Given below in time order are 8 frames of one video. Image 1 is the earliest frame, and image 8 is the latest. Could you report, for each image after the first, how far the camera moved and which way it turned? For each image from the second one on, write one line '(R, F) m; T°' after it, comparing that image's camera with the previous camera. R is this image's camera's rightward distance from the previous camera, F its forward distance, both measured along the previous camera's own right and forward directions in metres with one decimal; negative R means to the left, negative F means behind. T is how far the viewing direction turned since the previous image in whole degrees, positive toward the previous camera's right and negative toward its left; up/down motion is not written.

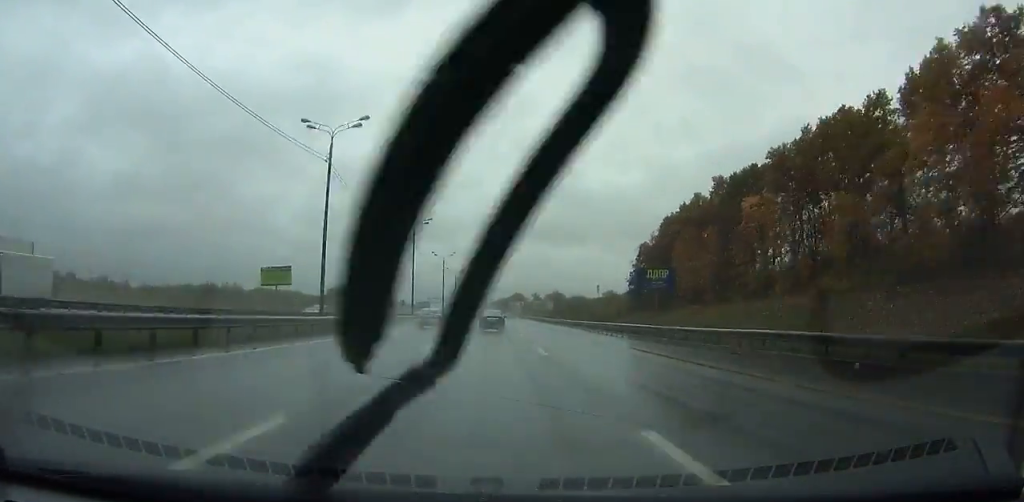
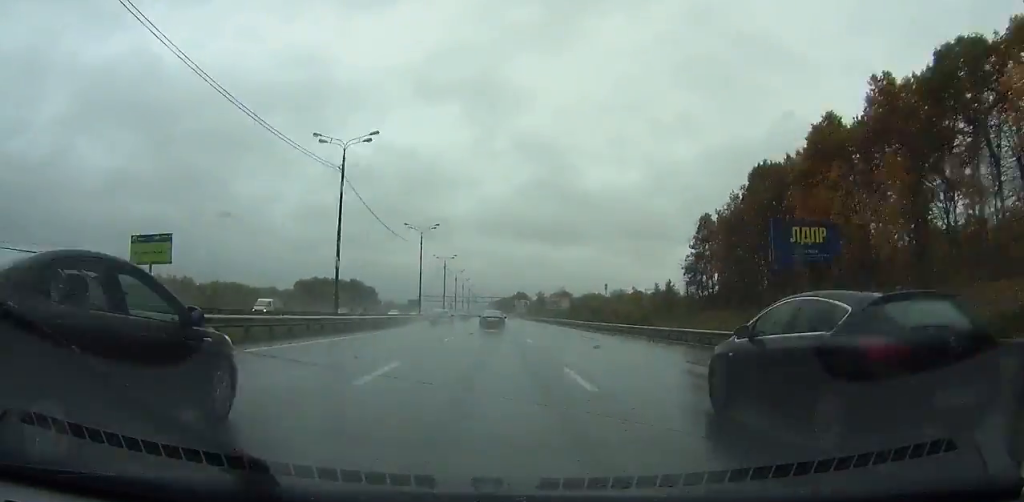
(0.0, +40.7) m; 0°
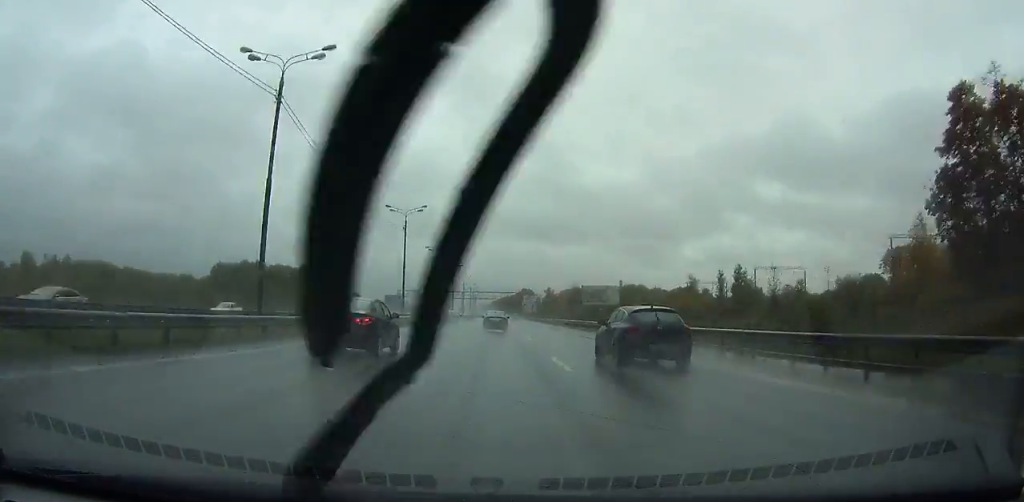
(-0.1, +62.3) m; 0°
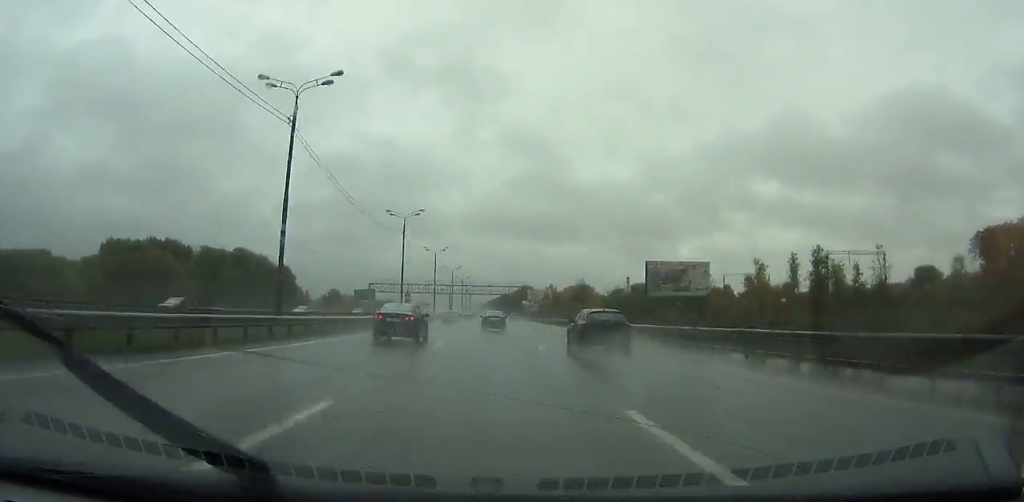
(+0.1, +40.9) m; 0°
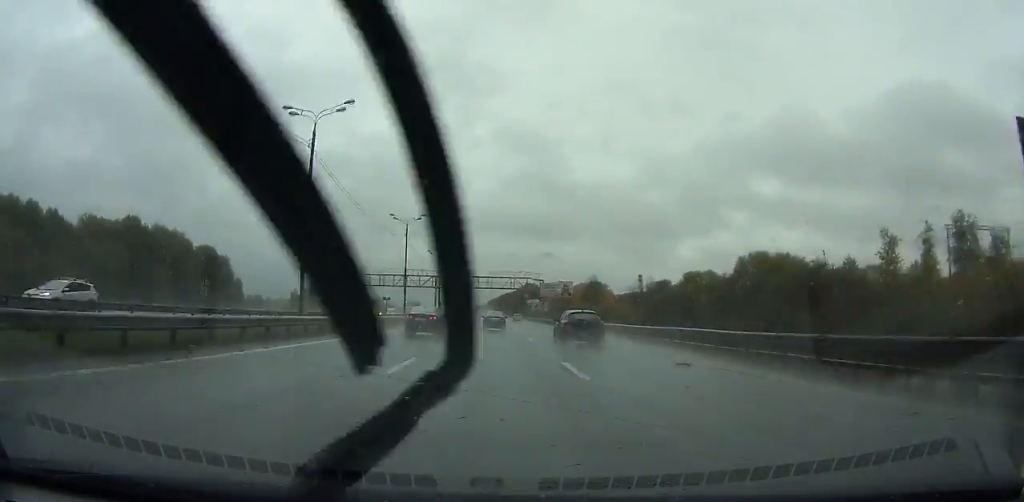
(0.0, +41.2) m; 0°
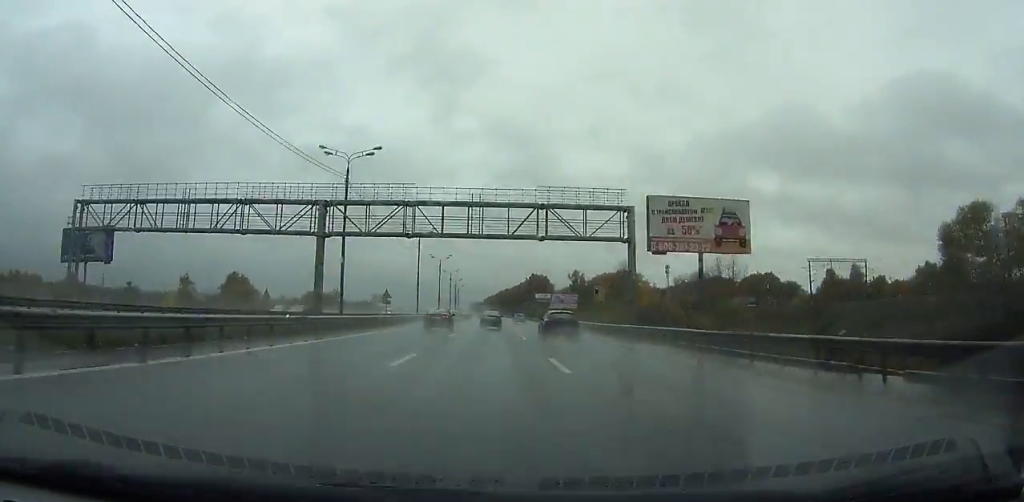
(-0.2, +78.8) m; 0°
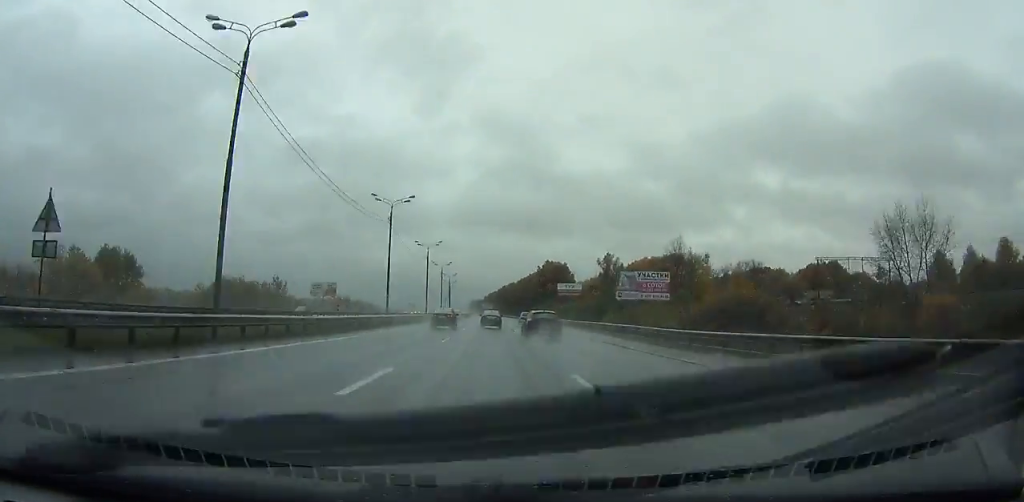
(-0.1, +67.9) m; 0°
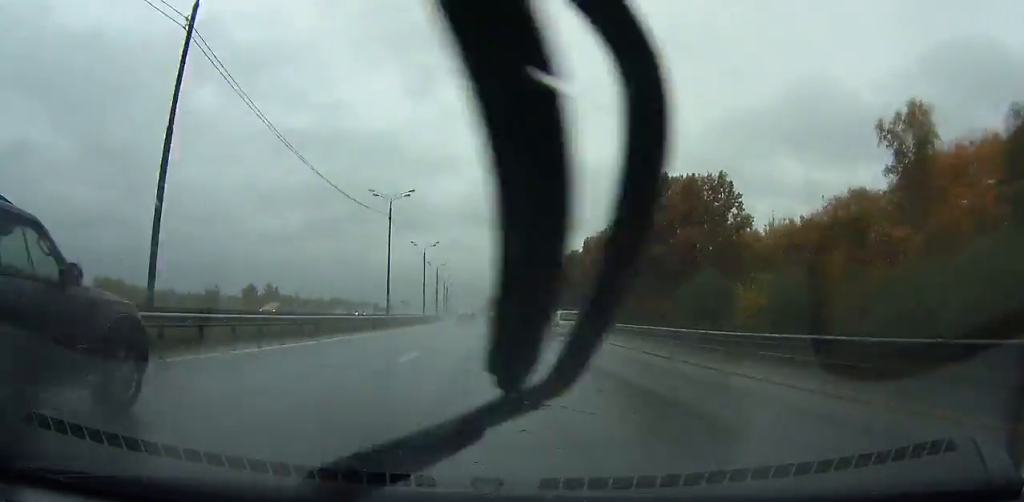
(-0.5, +144.8) m; -1°
